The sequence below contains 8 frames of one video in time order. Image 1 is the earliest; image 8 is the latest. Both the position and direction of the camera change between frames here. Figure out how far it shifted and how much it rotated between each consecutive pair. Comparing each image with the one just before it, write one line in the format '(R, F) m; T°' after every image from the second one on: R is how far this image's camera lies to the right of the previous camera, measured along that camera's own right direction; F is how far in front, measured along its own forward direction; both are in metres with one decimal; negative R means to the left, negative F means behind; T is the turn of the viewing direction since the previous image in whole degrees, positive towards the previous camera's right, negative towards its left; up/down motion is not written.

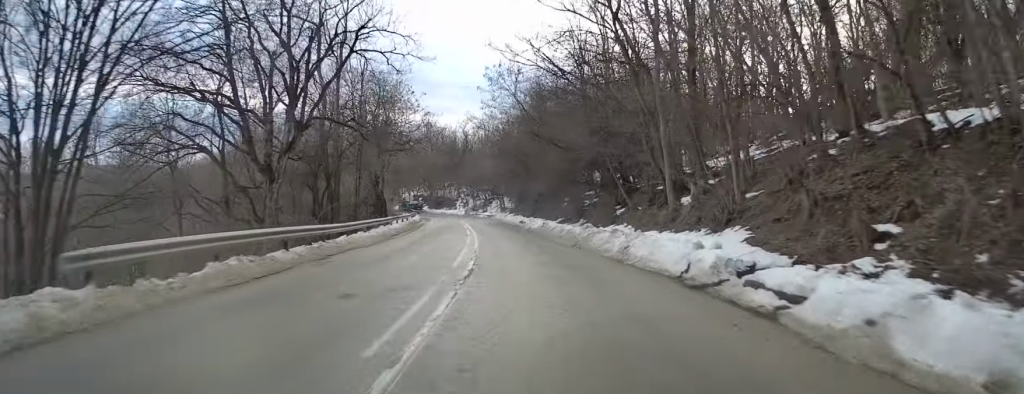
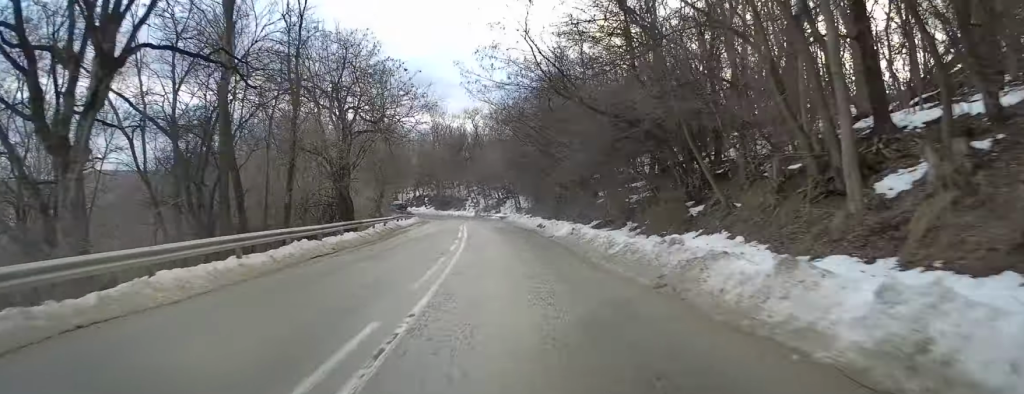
(-0.1, +12.6) m; -1°
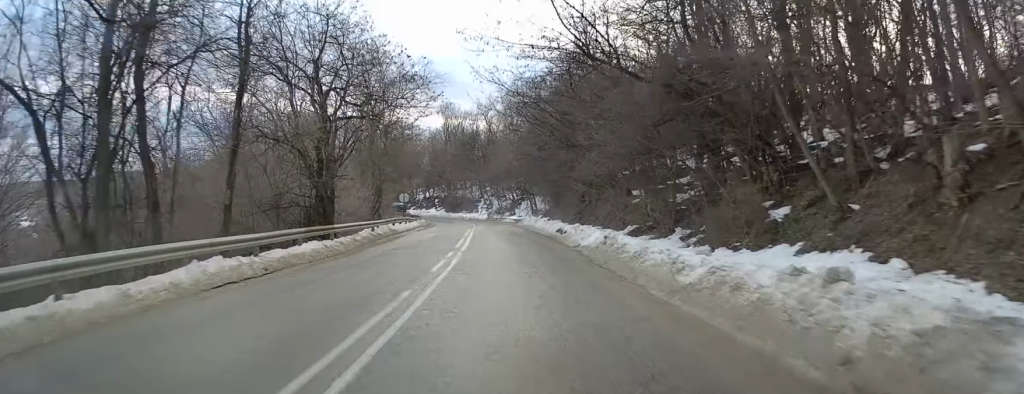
(0.0, +6.1) m; -1°
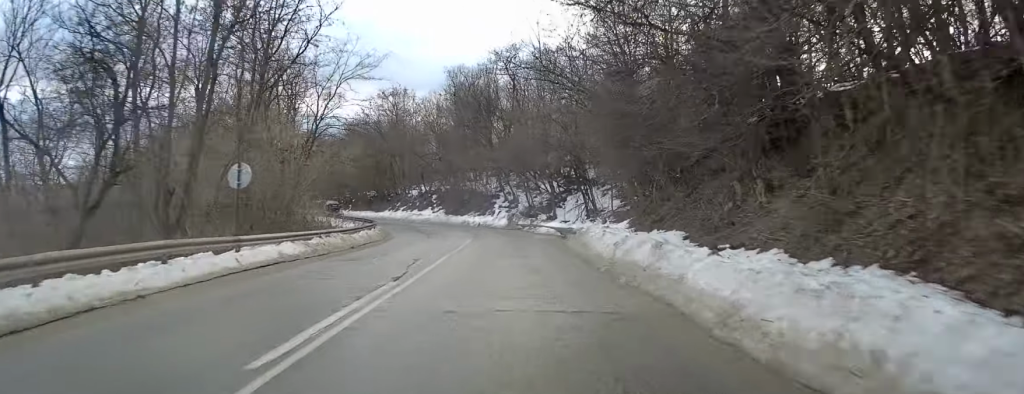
(-0.8, +33.9) m; -3°
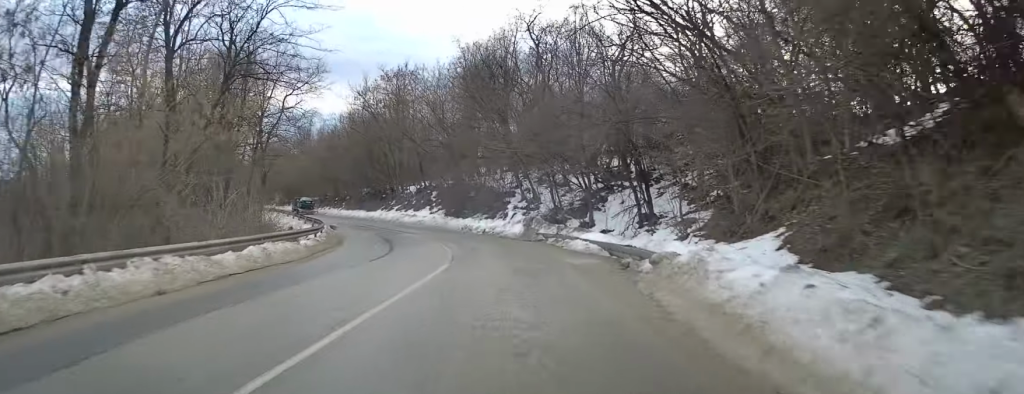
(-0.2, +13.8) m; -3°
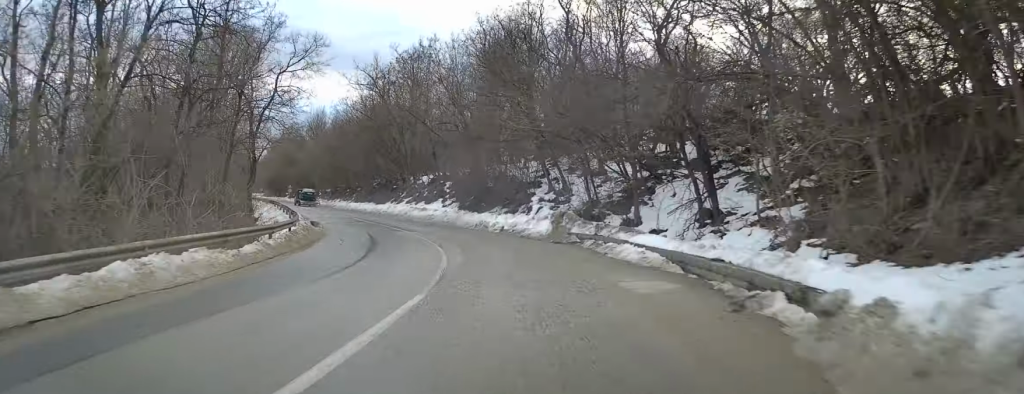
(-0.3, +6.7) m; -3°
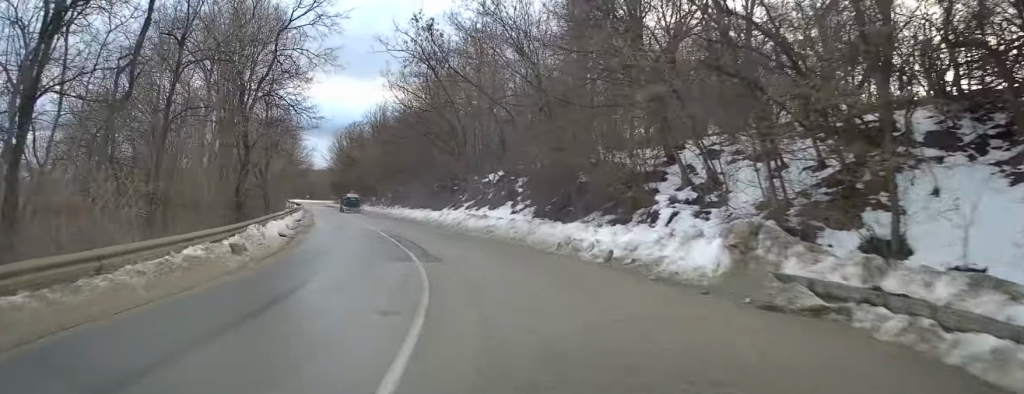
(-0.6, +13.9) m; -7°
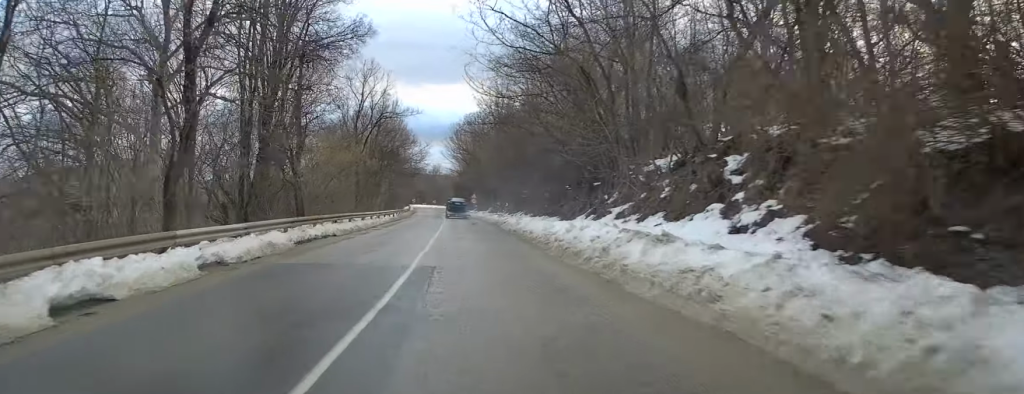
(-1.4, +16.6) m; -8°
